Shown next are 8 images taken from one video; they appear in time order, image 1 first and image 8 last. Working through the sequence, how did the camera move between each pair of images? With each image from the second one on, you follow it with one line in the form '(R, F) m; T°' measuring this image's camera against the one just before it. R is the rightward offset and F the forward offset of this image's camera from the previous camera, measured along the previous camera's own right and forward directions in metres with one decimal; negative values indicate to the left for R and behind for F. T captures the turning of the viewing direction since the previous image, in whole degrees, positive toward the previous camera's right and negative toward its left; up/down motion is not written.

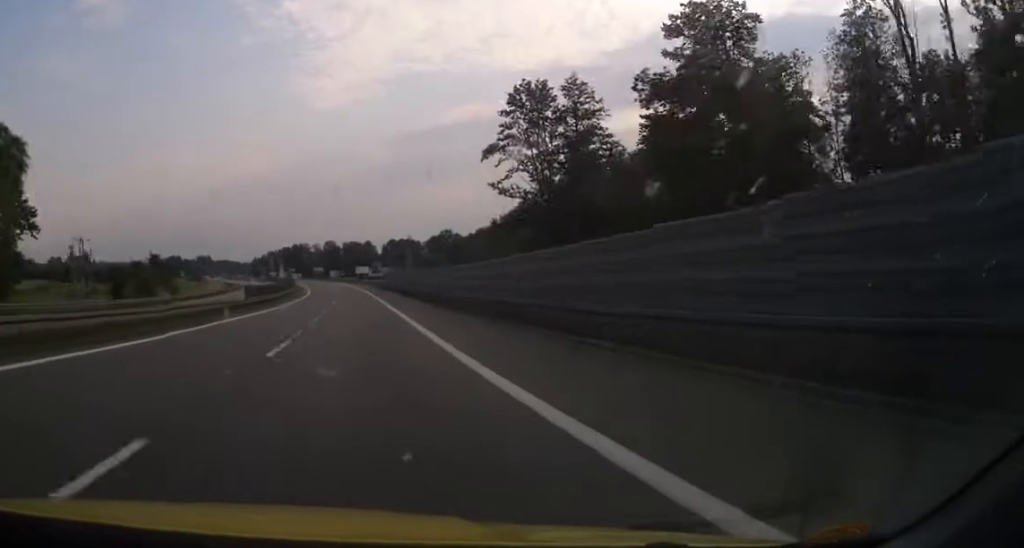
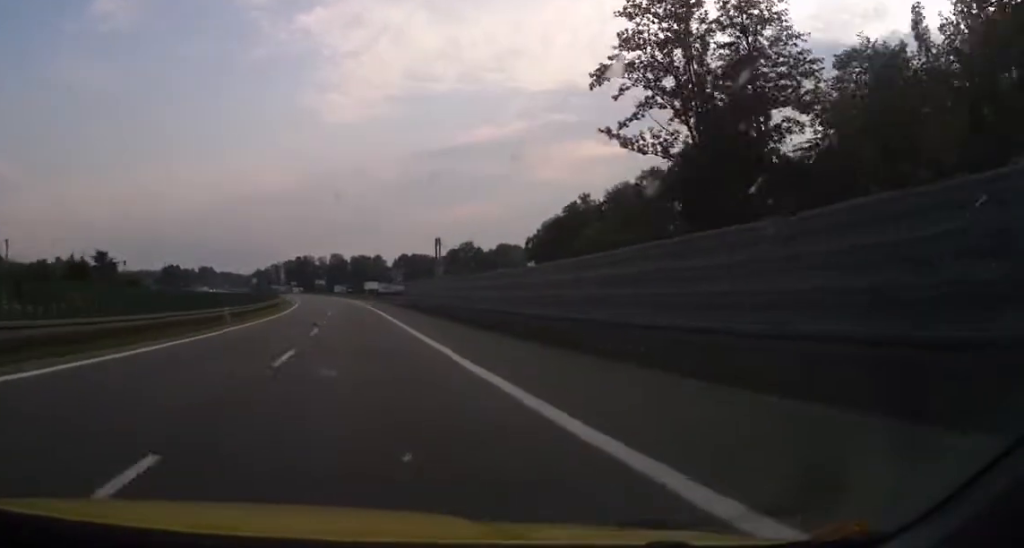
(0.0, +38.6) m; 0°
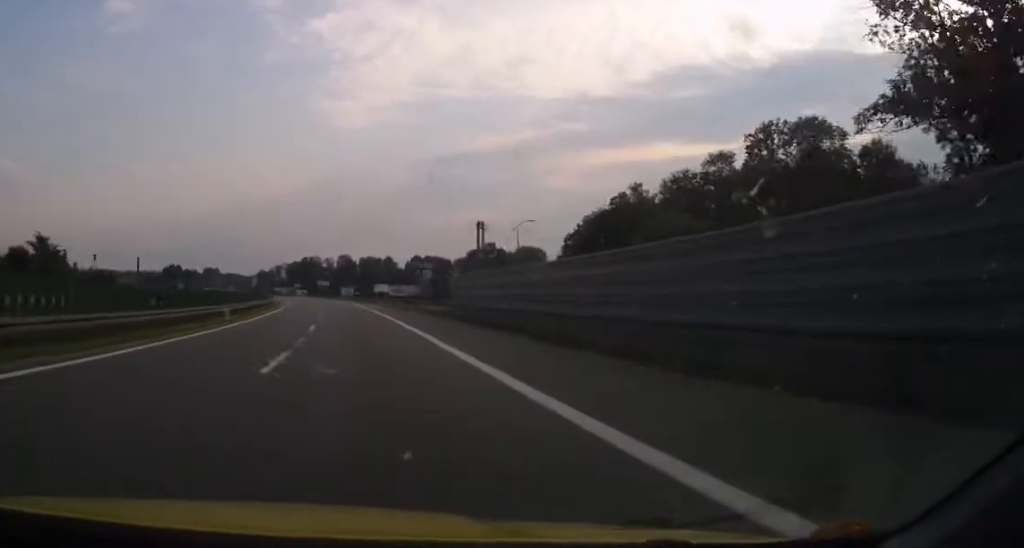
(+0.1, +28.8) m; 0°
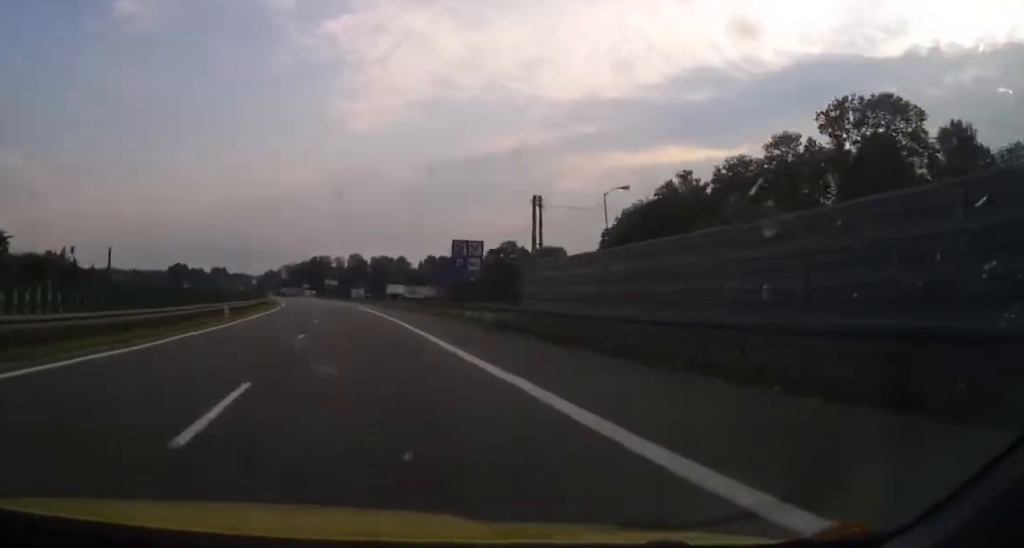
(-0.1, +20.1) m; 0°
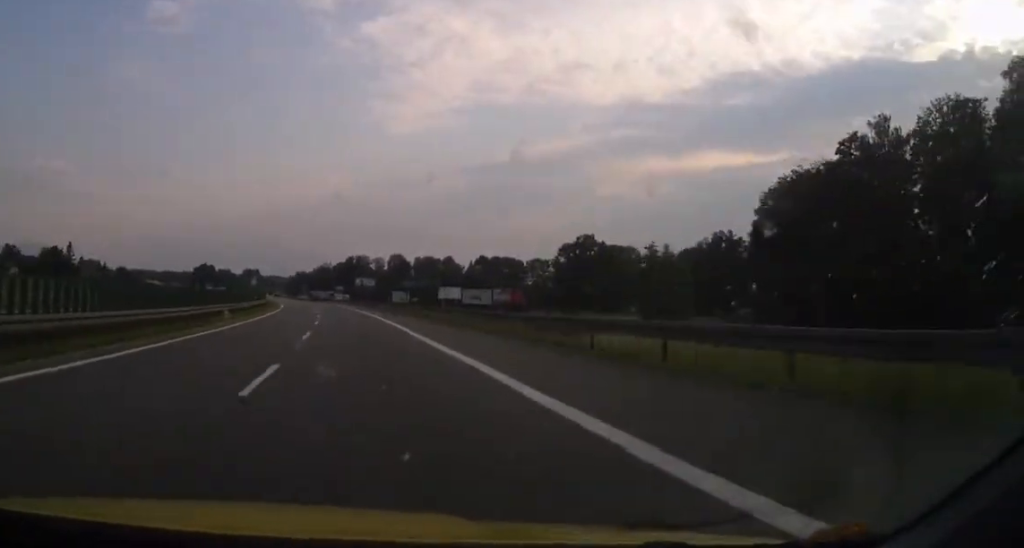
(-0.3, +45.3) m; -1°
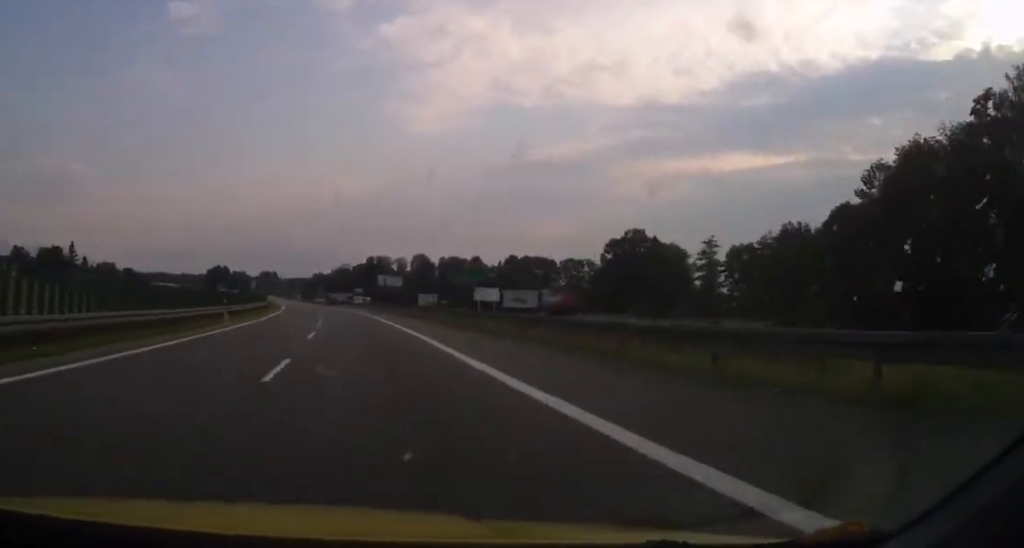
(-0.3, +22.3) m; -1°
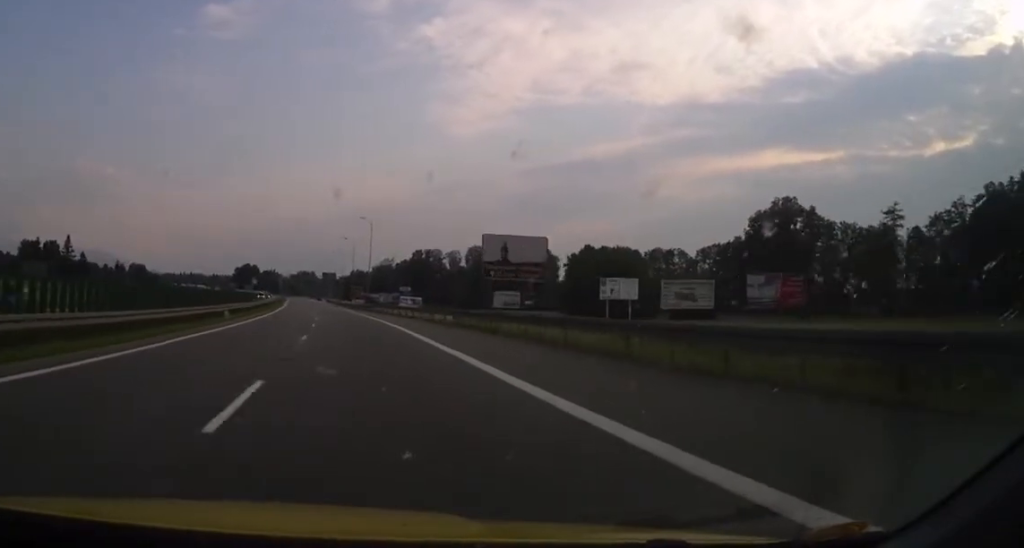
(-1.1, +53.2) m; -3°
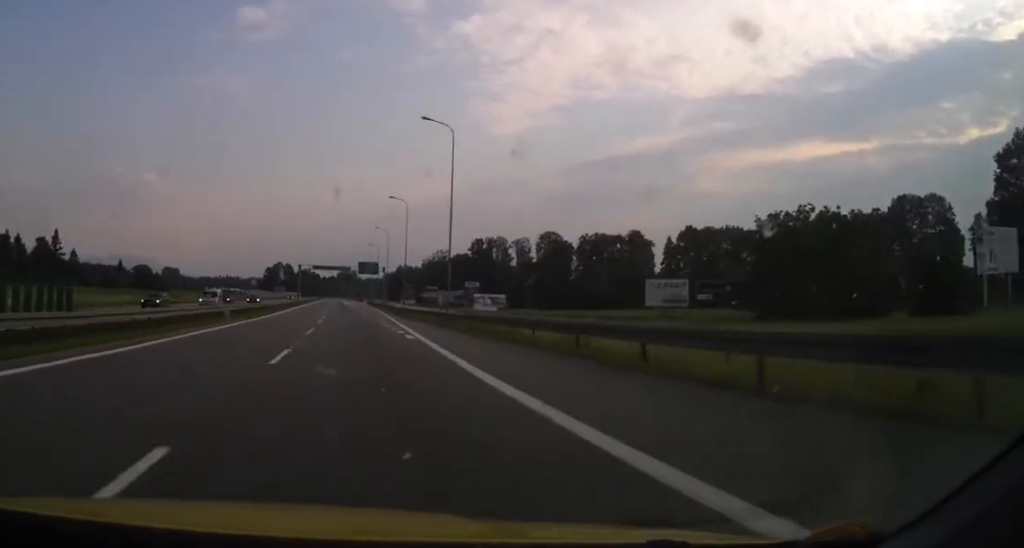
(-1.8, +57.1) m; -4°
